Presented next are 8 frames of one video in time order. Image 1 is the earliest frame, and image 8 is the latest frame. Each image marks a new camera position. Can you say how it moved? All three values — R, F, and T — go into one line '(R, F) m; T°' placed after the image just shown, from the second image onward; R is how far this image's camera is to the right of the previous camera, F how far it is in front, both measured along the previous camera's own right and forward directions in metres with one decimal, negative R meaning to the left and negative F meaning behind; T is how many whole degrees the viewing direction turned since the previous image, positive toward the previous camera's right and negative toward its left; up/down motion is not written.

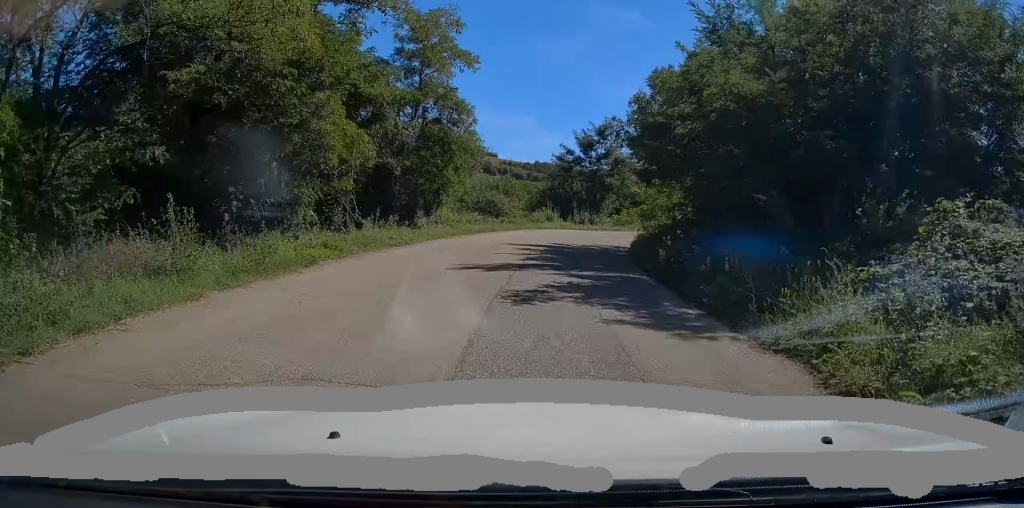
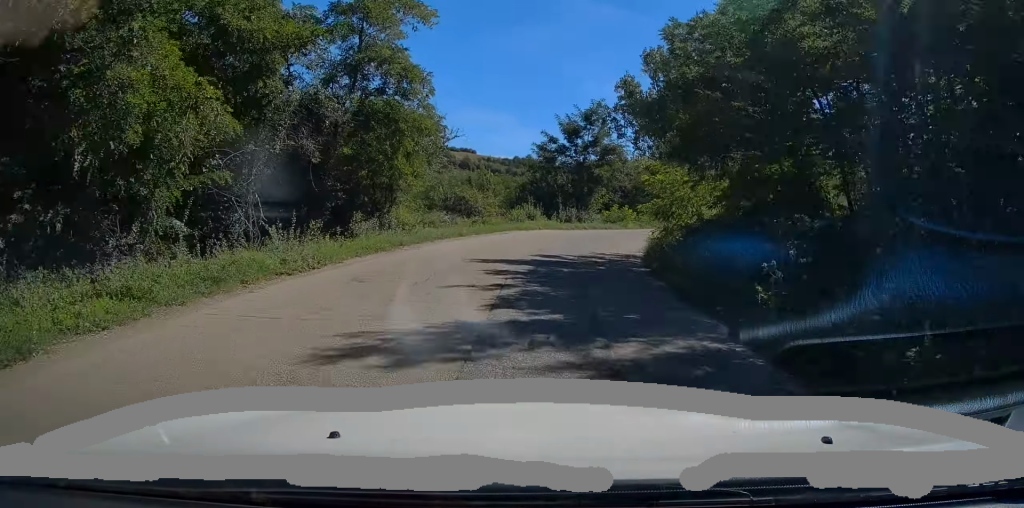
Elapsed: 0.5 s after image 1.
(+0.1, +6.1) m; +2°
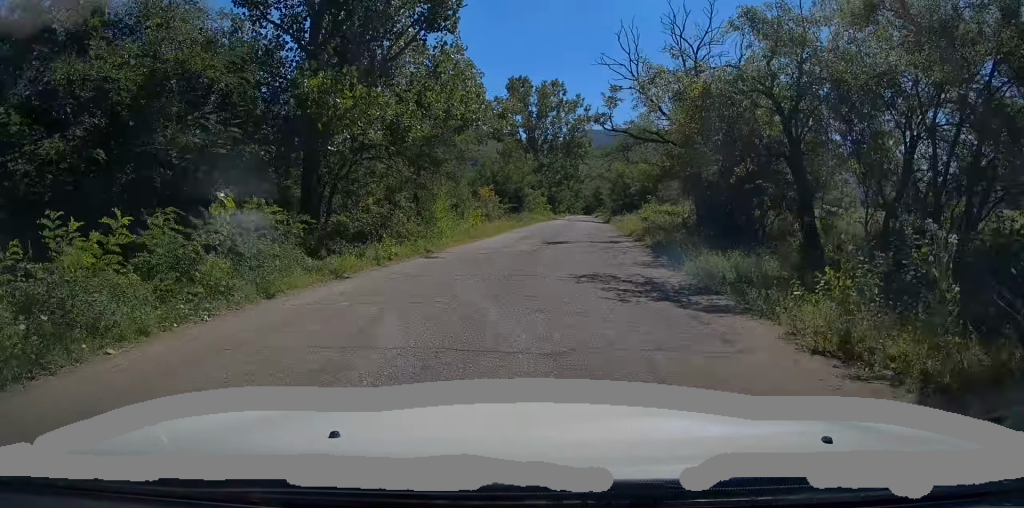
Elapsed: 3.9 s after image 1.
(+9.3, +41.5) m; +27°
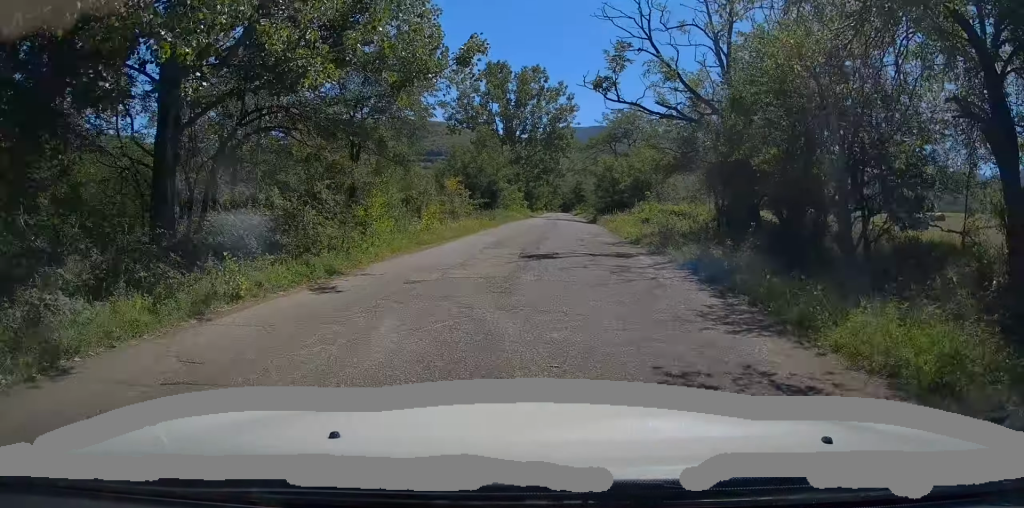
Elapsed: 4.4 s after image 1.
(+0.1, +6.7) m; +2°
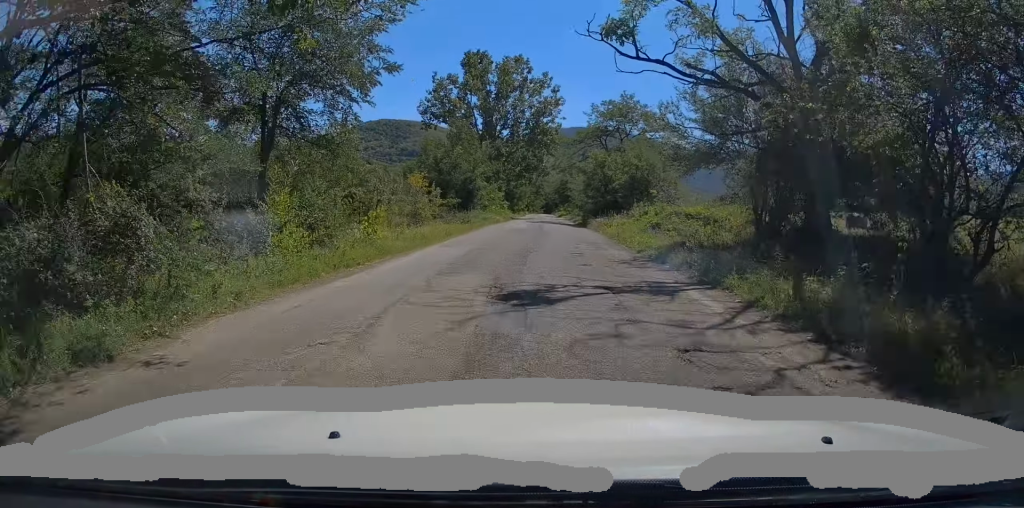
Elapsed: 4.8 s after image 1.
(+0.1, +6.0) m; 0°
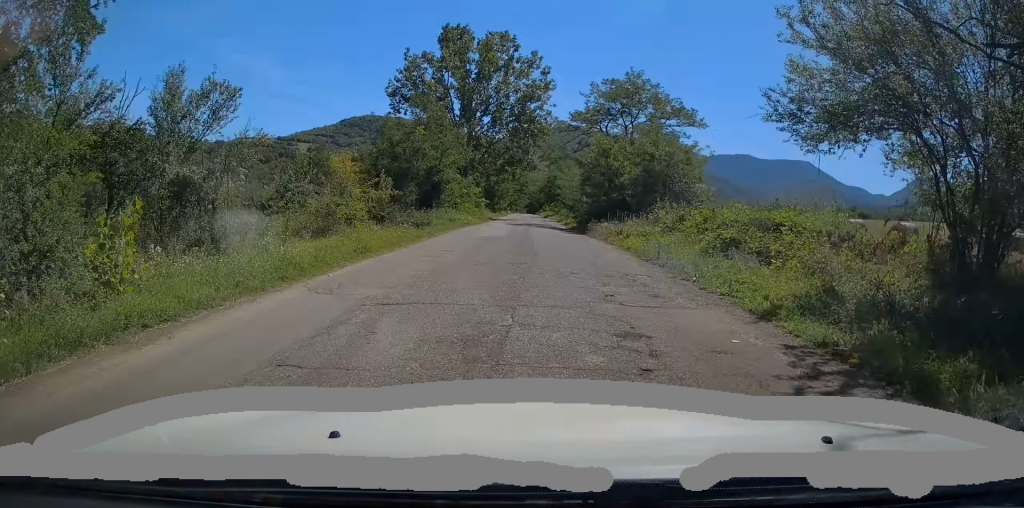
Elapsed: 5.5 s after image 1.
(+0.1, +10.0) m; +1°
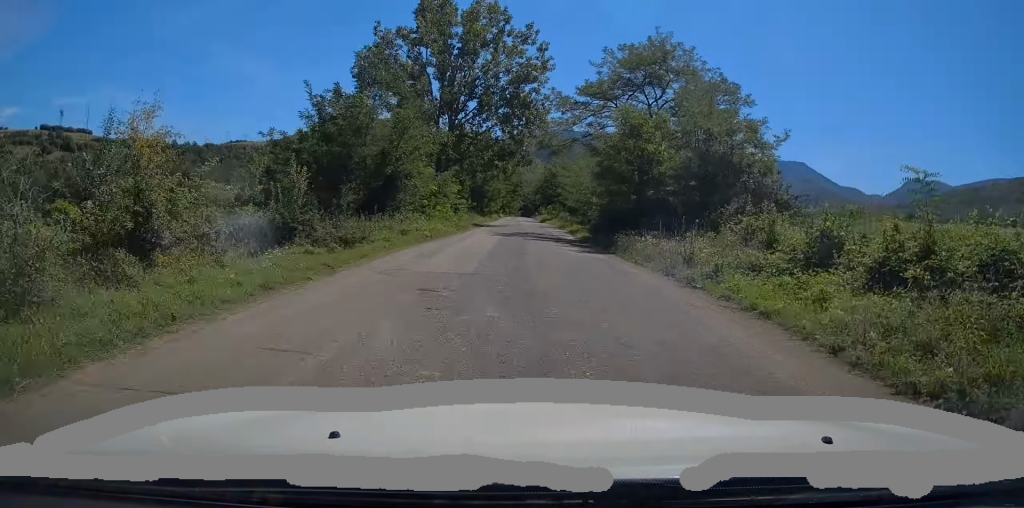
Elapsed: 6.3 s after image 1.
(-0.1, +10.8) m; +1°
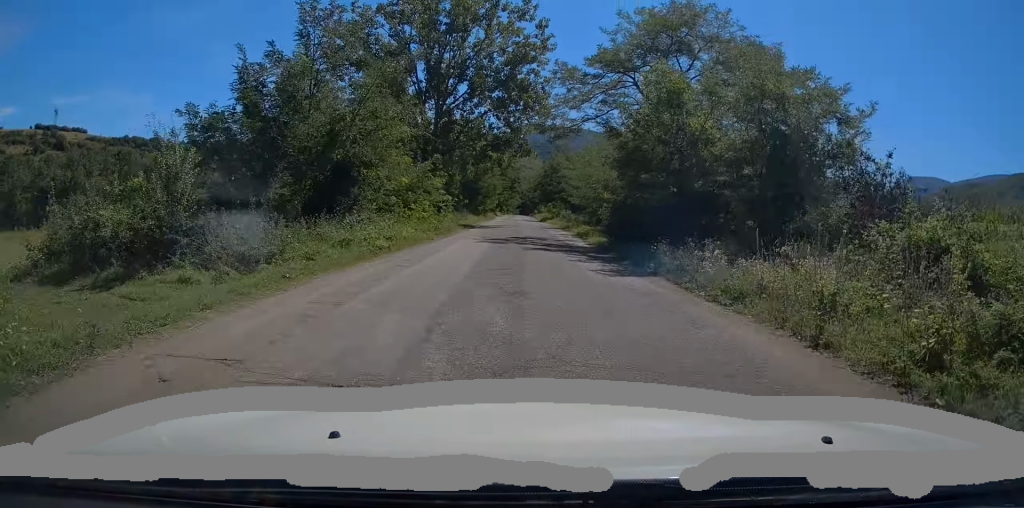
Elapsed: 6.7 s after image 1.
(+0.1, +6.6) m; +1°
